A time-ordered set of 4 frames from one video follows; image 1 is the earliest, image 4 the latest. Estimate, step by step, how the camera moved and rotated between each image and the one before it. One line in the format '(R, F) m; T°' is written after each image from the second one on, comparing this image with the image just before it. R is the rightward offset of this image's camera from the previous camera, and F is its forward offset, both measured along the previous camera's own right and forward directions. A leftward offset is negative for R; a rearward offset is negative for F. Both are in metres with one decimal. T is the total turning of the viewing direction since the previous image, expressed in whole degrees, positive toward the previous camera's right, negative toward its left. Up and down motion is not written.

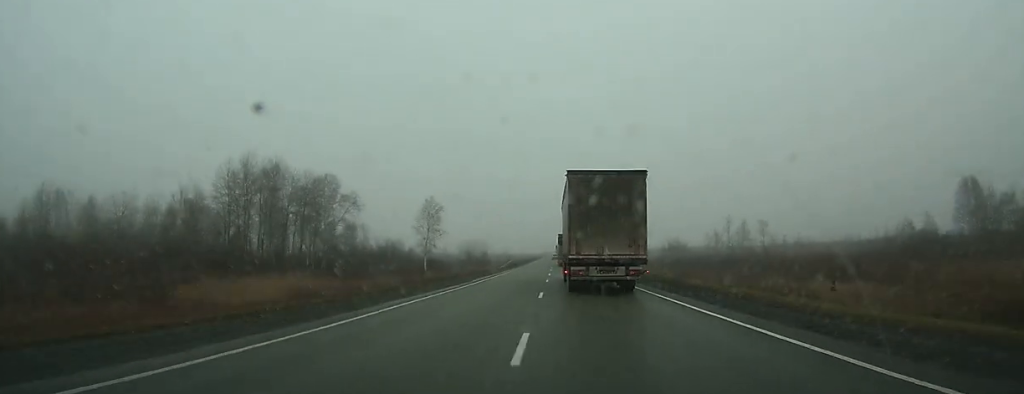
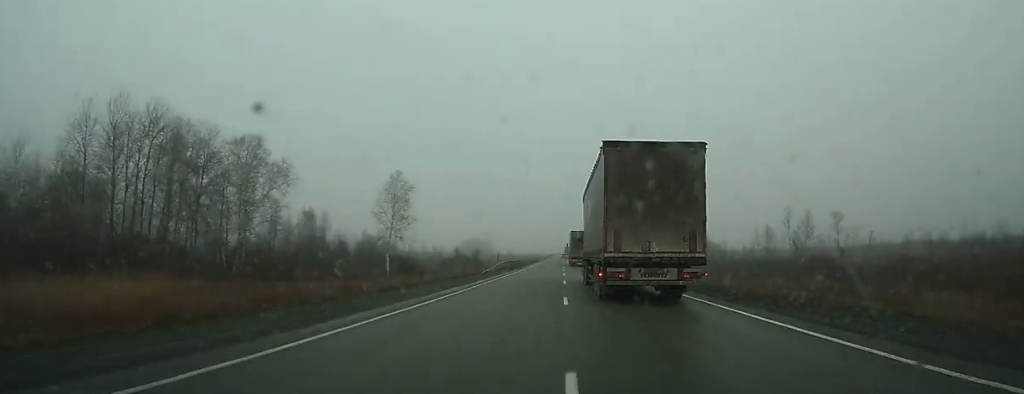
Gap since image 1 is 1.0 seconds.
(-0.1, +28.1) m; 0°
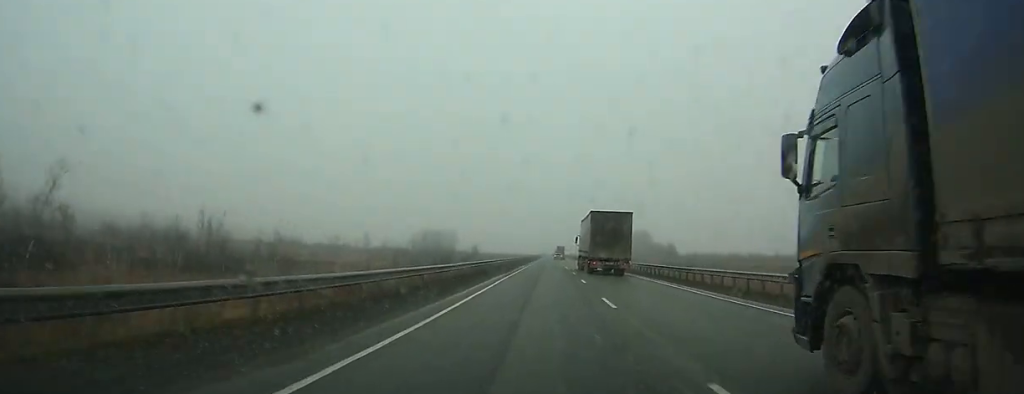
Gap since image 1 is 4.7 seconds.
(-0.2, +108.2) m; 0°
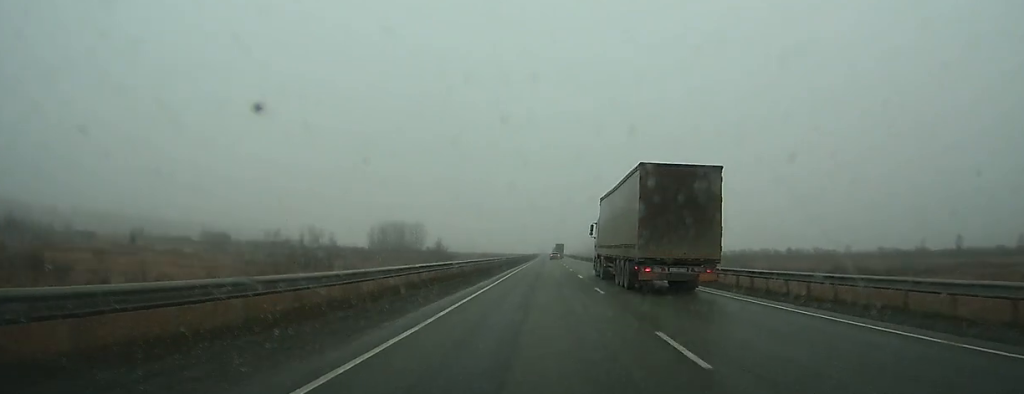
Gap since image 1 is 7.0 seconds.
(+0.4, +67.8) m; 0°
